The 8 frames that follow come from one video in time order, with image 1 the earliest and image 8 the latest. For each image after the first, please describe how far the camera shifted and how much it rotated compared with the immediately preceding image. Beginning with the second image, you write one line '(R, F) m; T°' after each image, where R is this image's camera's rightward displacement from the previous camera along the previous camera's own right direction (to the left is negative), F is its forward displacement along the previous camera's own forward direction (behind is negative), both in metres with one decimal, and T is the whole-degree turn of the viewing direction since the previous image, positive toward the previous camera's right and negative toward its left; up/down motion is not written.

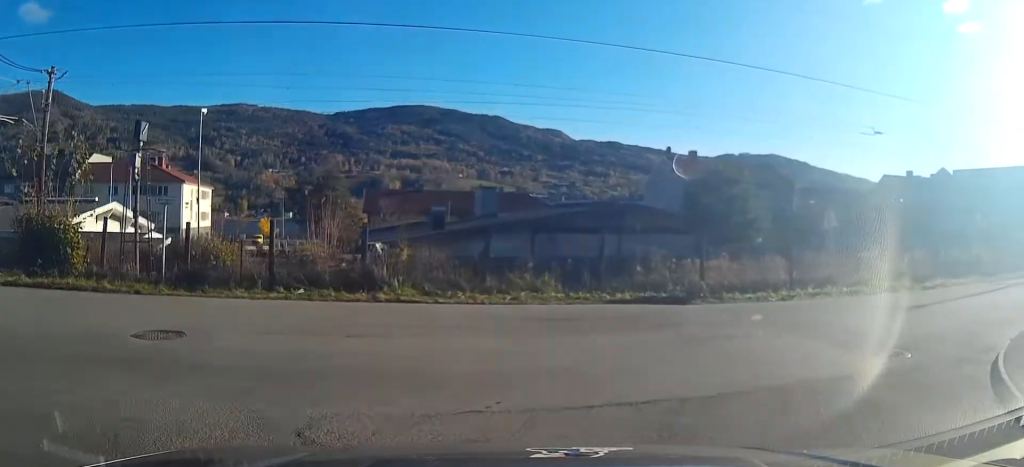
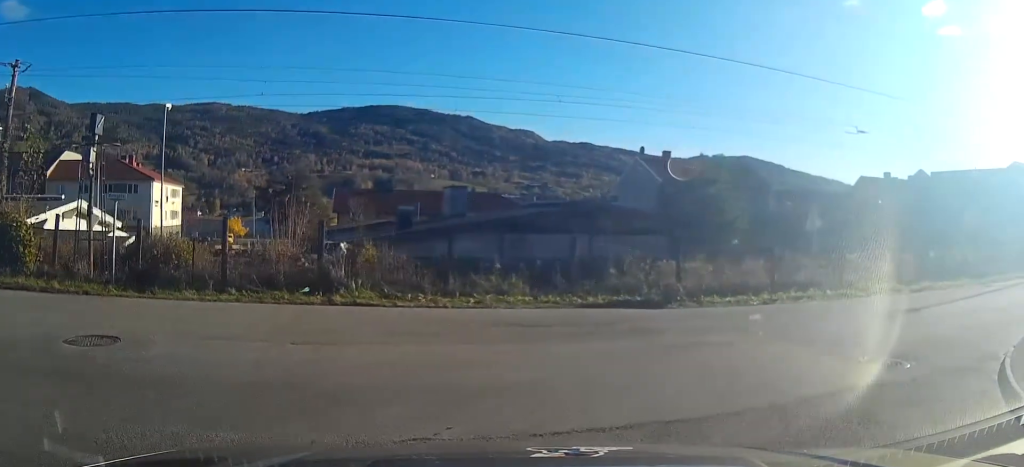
(0.0, +0.9) m; +8°
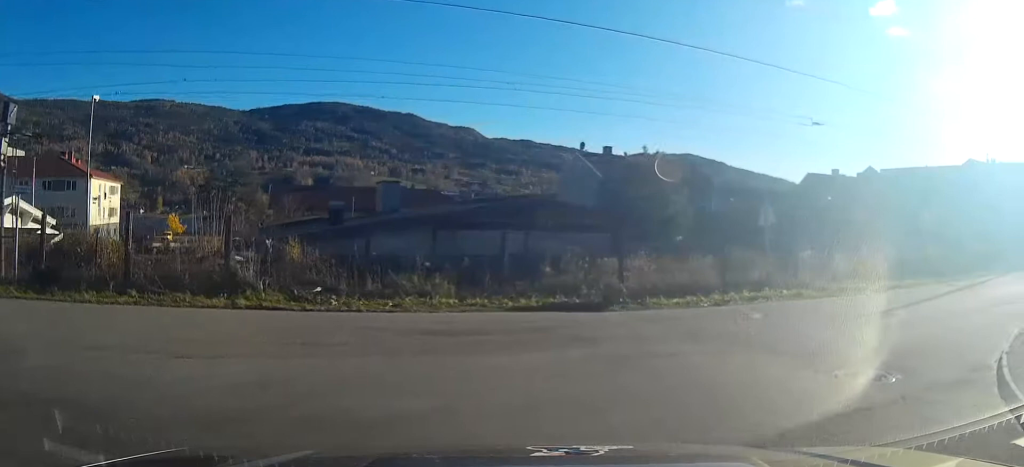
(+0.1, +1.1) m; +5°
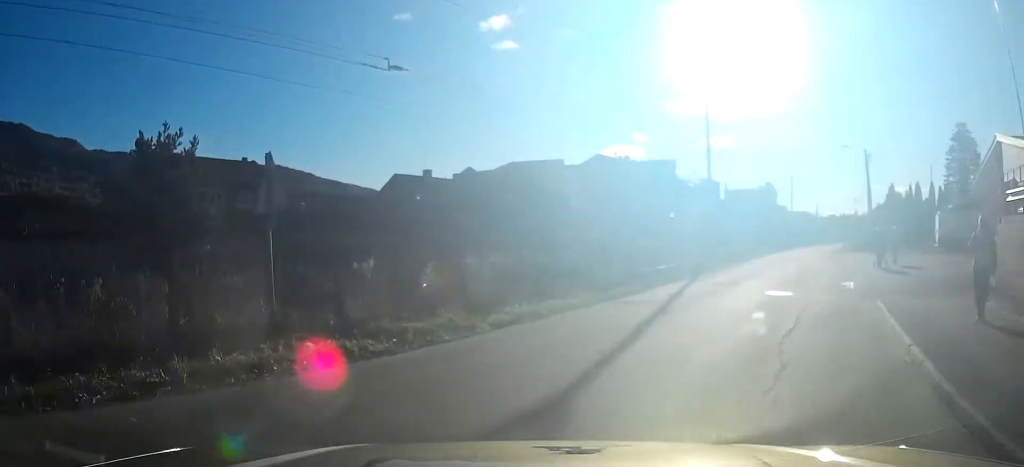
(+1.0, +5.7) m; +19°
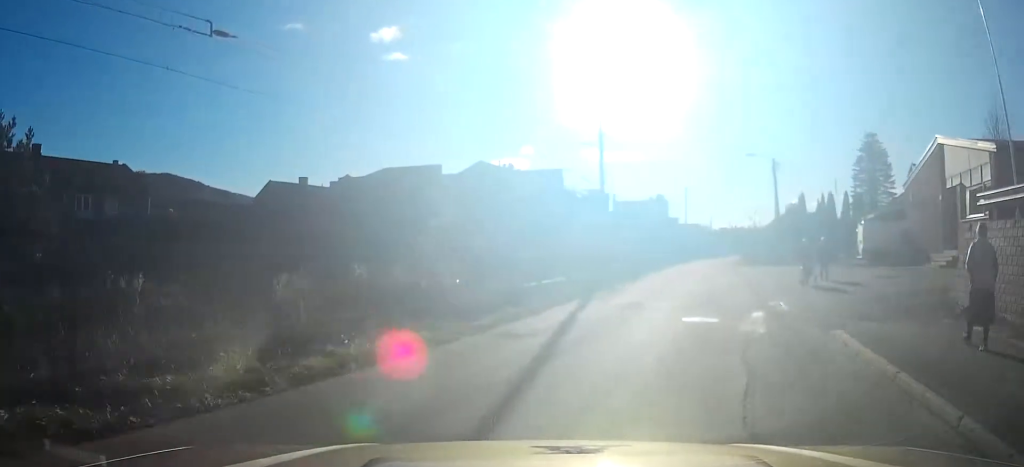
(+0.1, +2.5) m; +5°
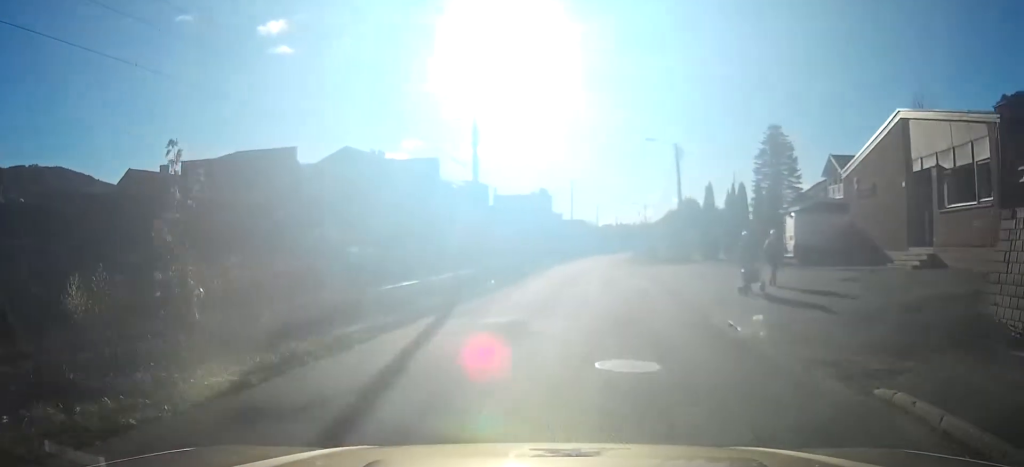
(+0.3, +4.4) m; +8°
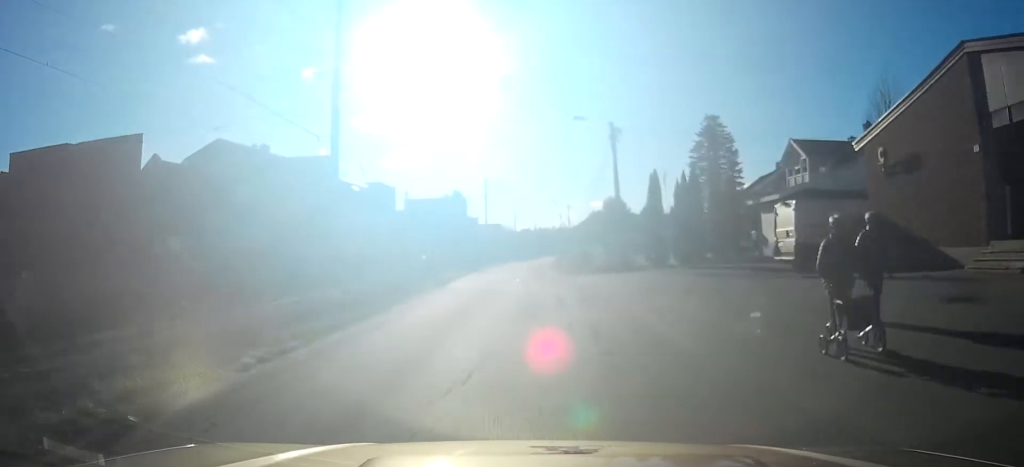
(+0.6, +6.8) m; +7°
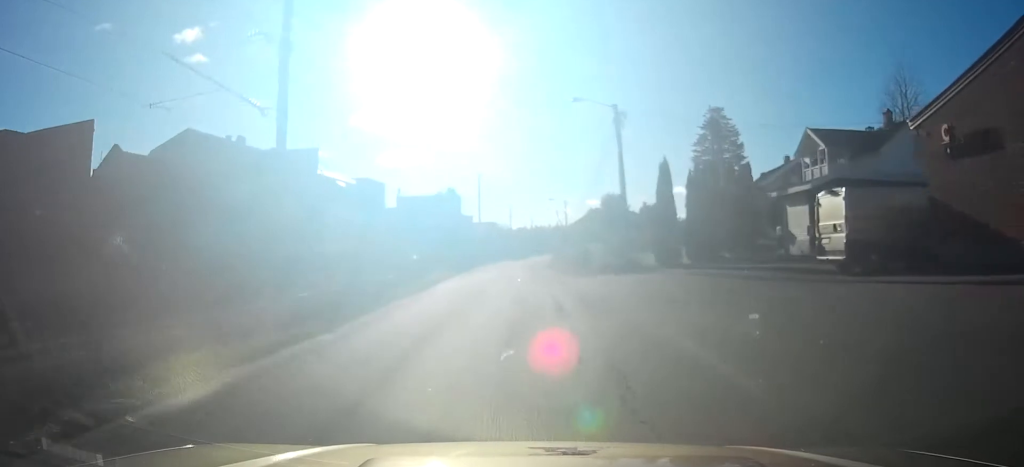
(+0.1, +3.2) m; +1°
